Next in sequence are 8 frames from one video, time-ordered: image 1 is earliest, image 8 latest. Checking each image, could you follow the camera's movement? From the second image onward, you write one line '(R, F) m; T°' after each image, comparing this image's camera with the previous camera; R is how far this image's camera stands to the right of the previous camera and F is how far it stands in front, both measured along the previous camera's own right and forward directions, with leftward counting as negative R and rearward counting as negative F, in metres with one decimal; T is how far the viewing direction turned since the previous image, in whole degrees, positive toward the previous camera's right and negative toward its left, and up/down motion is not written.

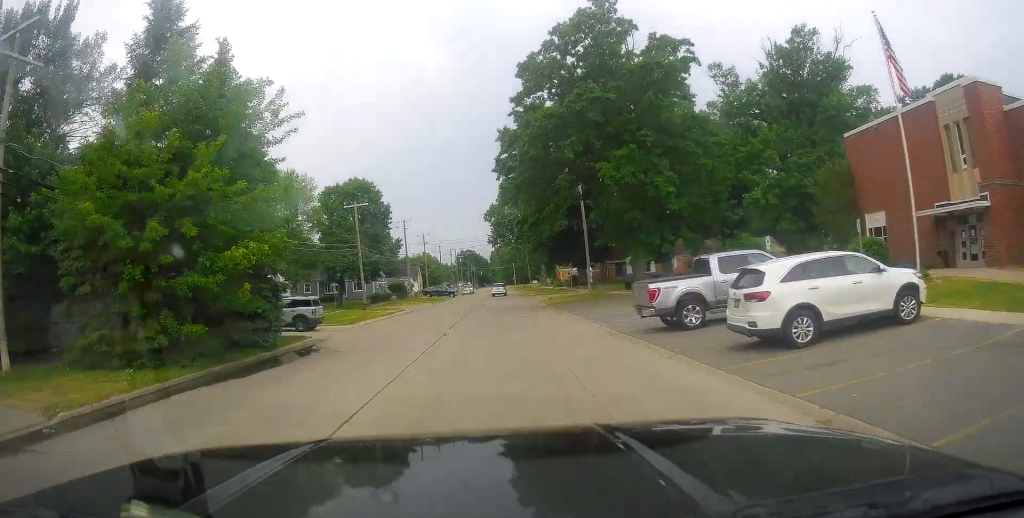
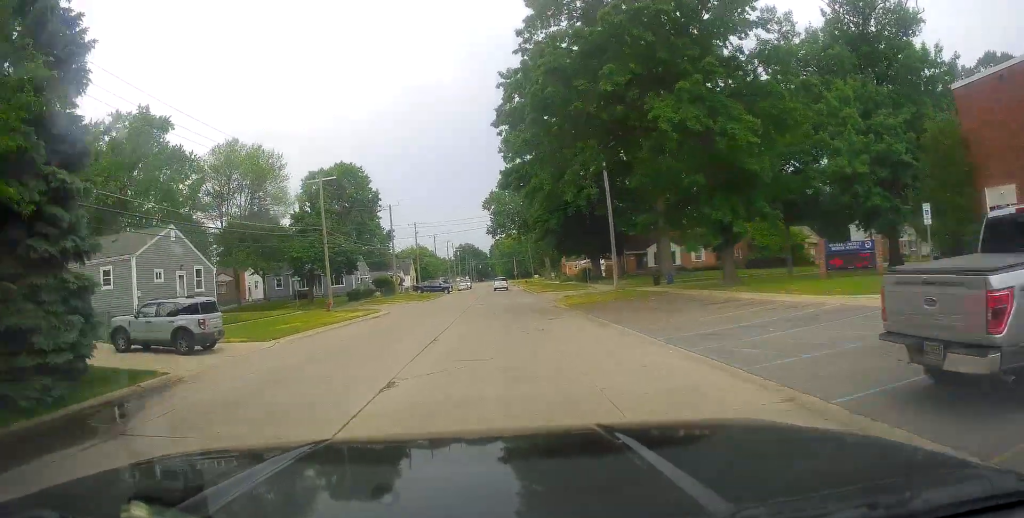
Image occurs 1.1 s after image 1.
(-0.5, +11.4) m; -3°
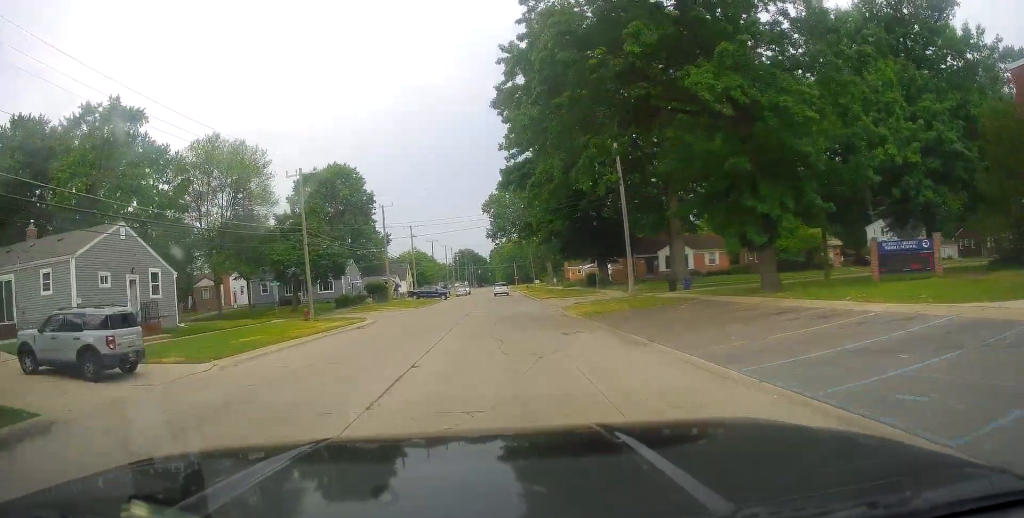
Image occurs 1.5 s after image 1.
(0.0, +4.8) m; 0°
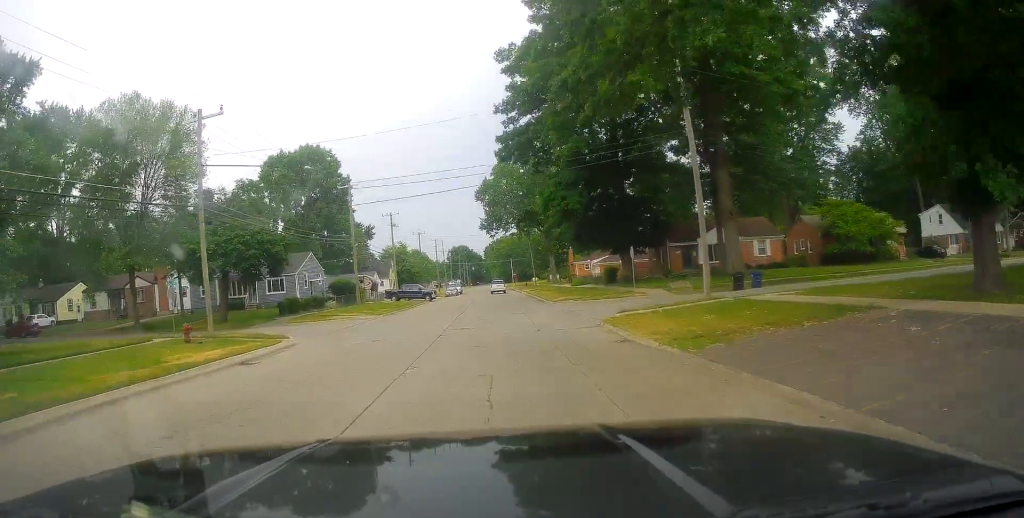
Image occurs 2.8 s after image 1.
(0.0, +14.6) m; +2°
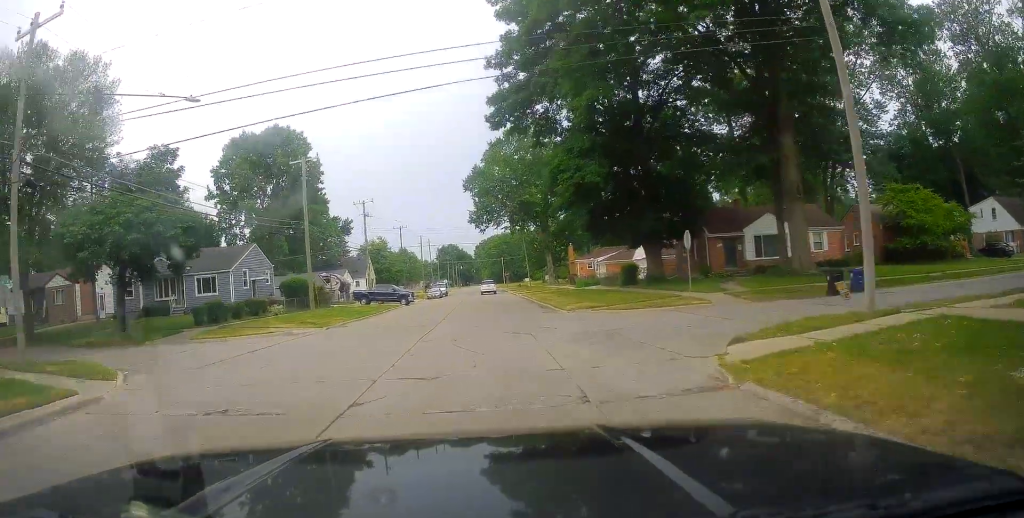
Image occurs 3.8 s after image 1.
(+0.4, +11.7) m; +1°
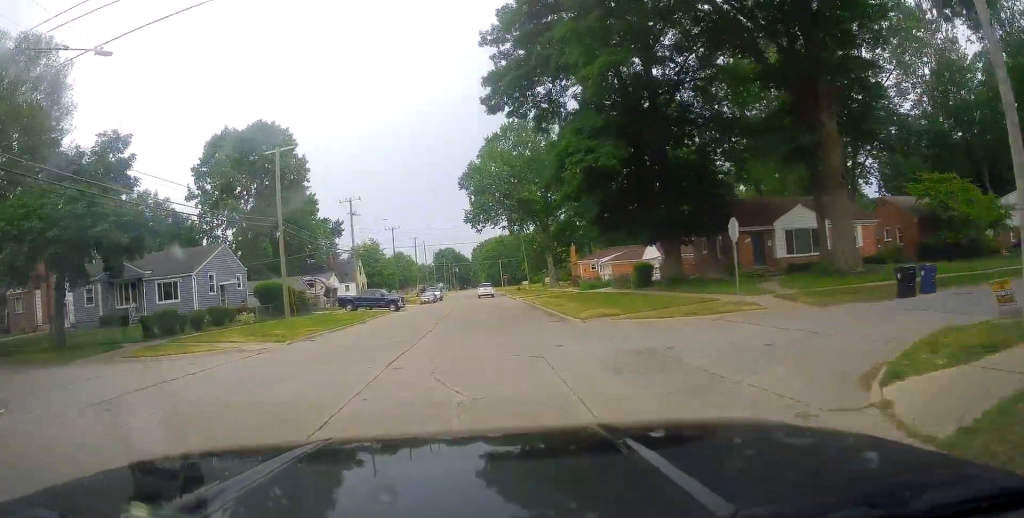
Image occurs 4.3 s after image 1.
(0.0, +5.0) m; 0°
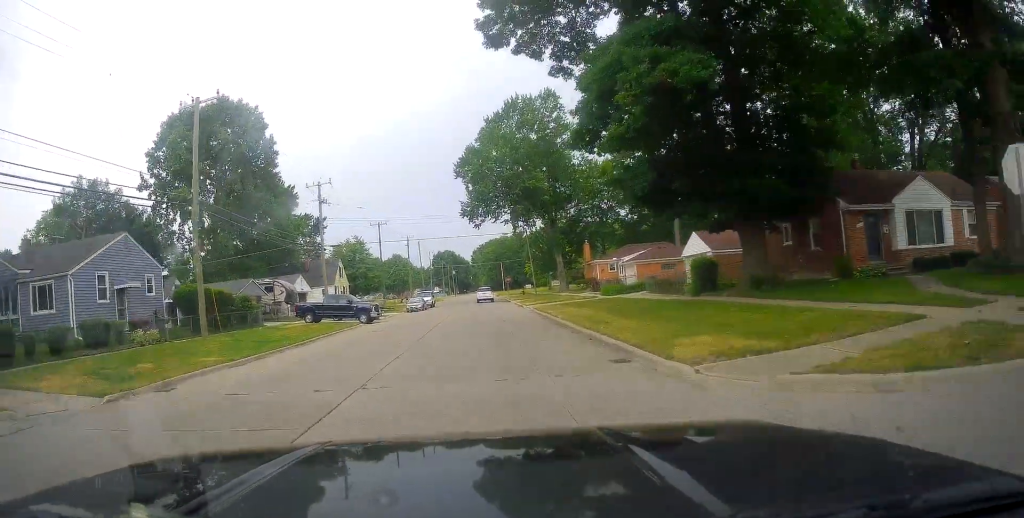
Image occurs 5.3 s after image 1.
(-0.3, +11.8) m; +1°
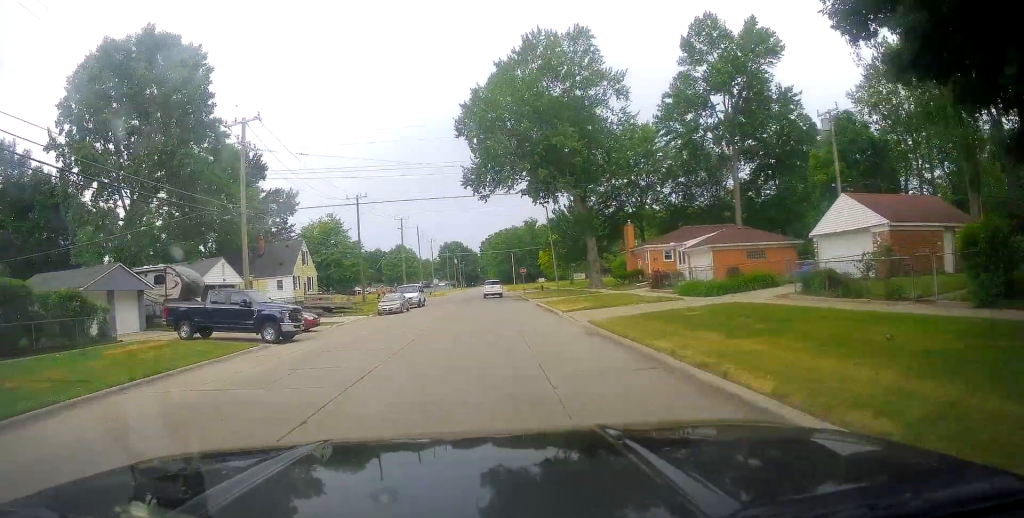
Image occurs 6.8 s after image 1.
(+0.6, +18.6) m; 0°
